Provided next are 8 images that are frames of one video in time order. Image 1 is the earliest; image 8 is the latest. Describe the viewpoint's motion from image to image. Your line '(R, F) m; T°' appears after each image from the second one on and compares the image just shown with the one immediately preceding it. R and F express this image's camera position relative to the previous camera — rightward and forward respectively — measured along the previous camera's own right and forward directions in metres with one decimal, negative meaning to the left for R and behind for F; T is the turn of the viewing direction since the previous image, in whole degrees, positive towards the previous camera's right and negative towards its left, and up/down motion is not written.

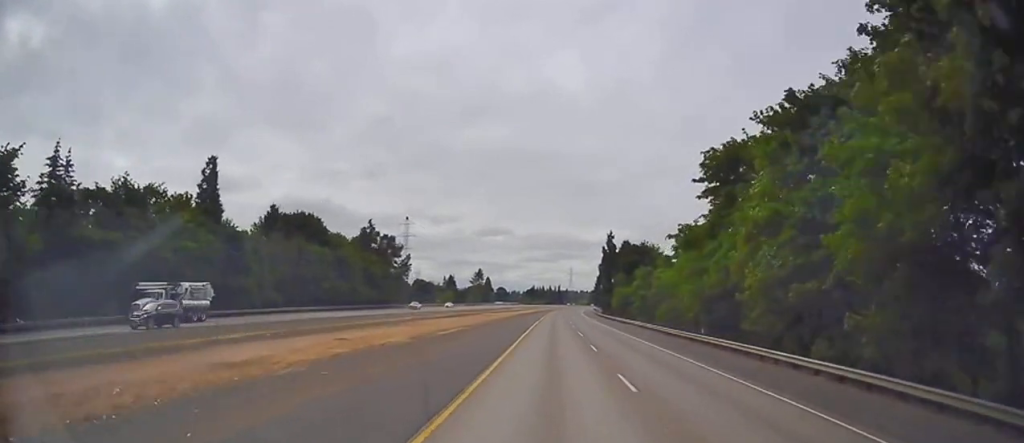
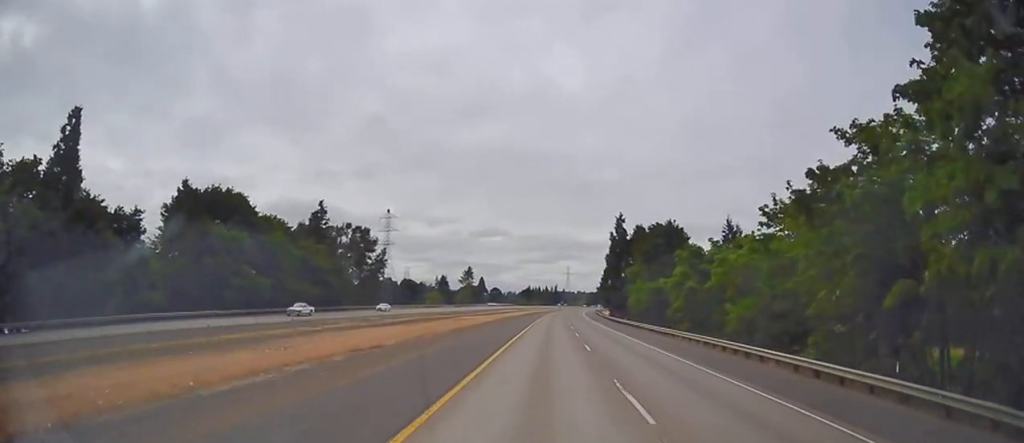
(0.0, +28.0) m; 0°
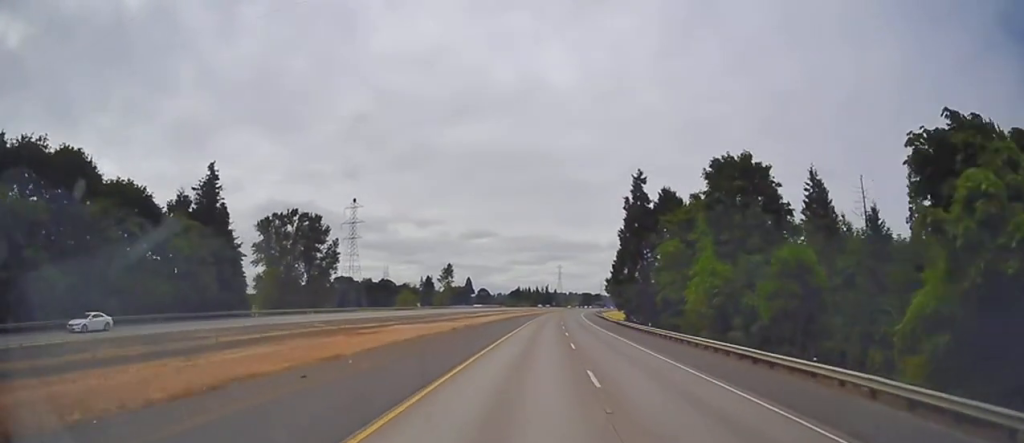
(0.0, +34.7) m; +1°
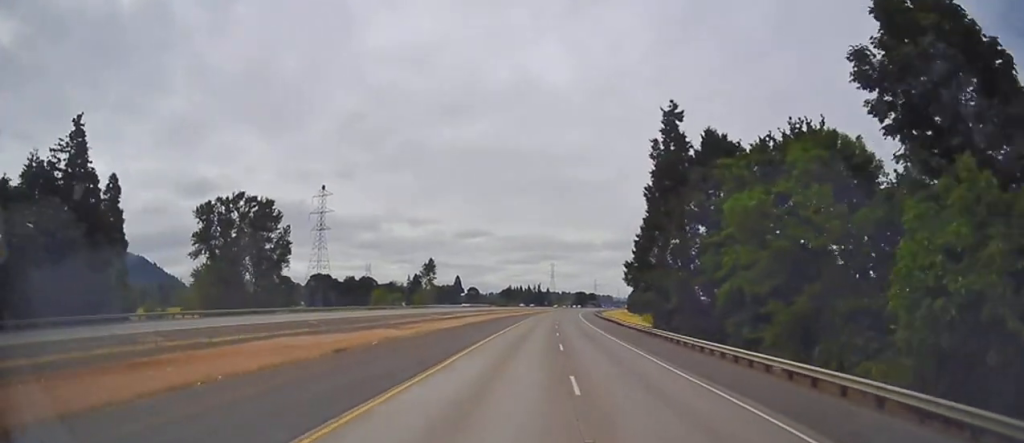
(+0.3, +25.7) m; +1°
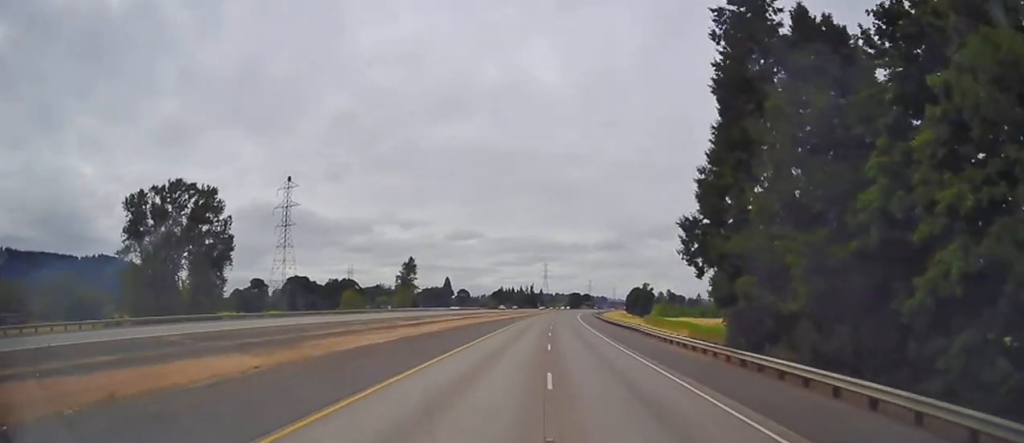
(+0.3, +23.7) m; +1°
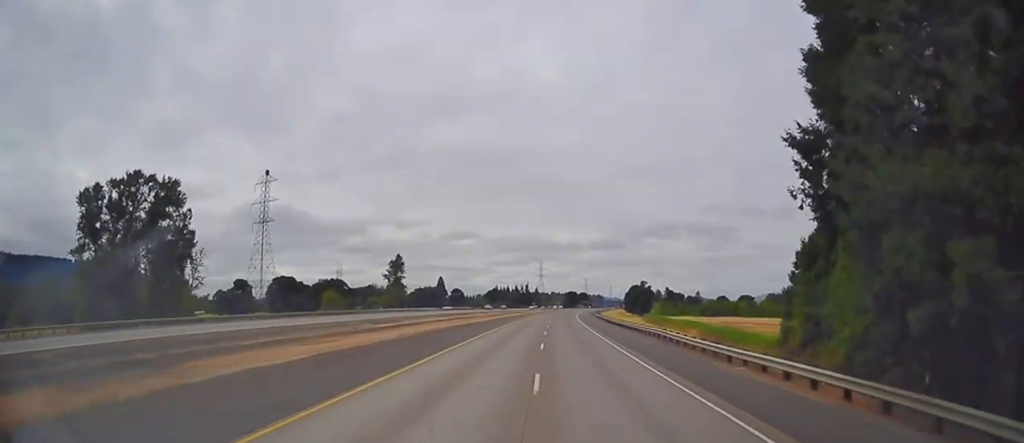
(0.0, +11.8) m; 0°
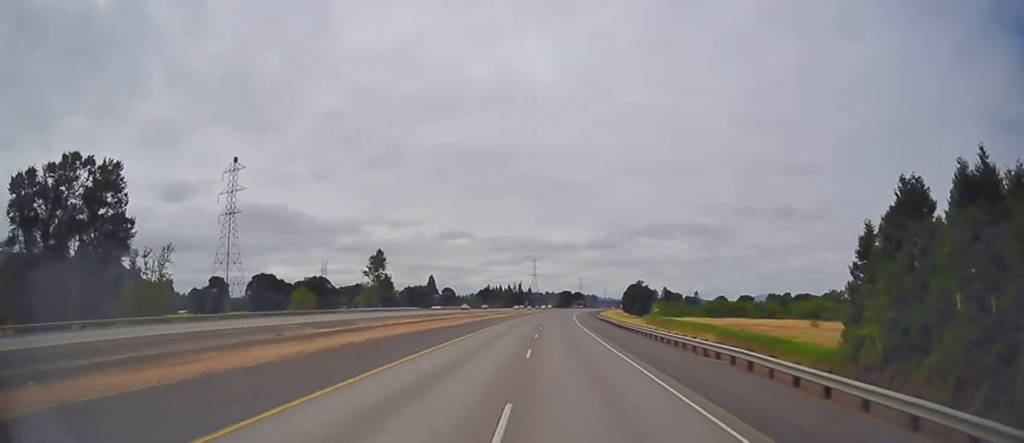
(0.0, +16.8) m; 0°
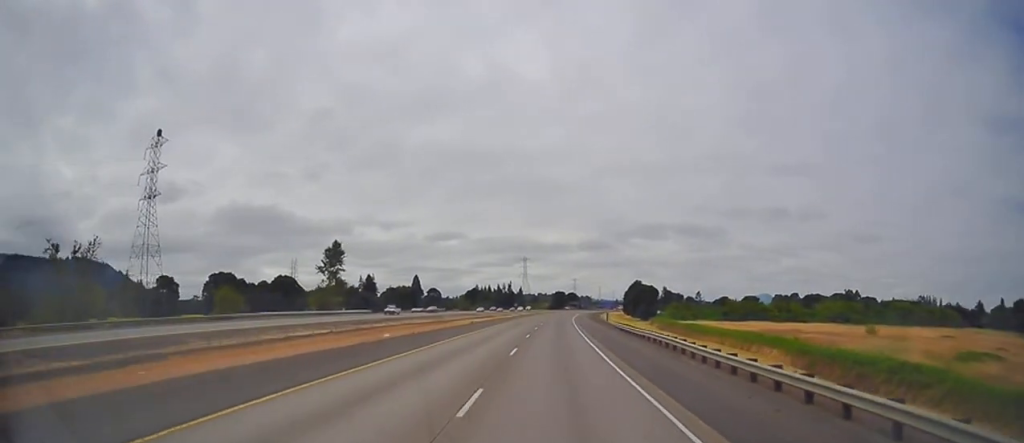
(+0.3, +34.3) m; +1°
